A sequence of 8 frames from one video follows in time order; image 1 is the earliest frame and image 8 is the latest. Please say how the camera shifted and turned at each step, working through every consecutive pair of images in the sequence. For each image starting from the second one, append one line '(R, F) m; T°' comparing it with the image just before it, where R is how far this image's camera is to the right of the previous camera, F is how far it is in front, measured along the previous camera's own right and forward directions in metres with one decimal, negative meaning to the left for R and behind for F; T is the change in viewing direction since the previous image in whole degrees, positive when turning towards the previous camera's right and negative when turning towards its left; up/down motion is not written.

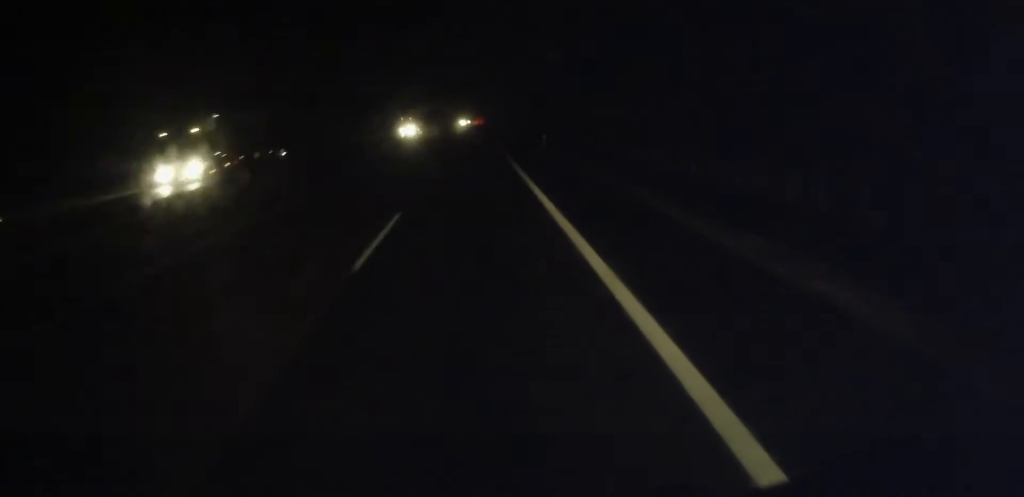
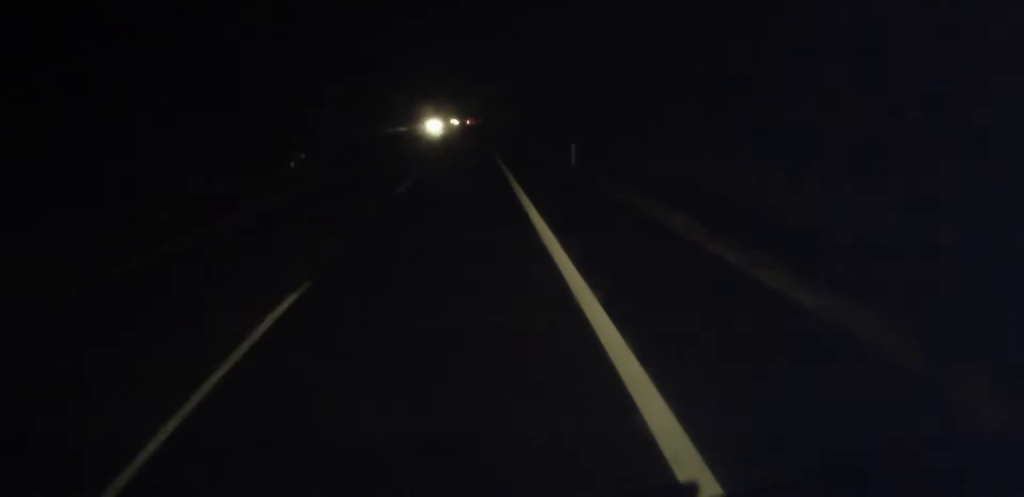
(+1.1, +168.3) m; 0°
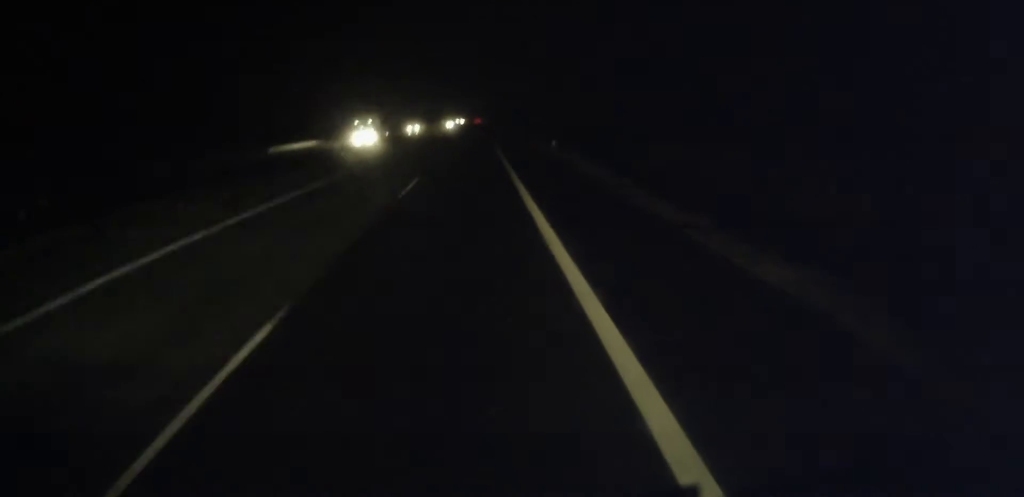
(+0.1, +90.9) m; 0°
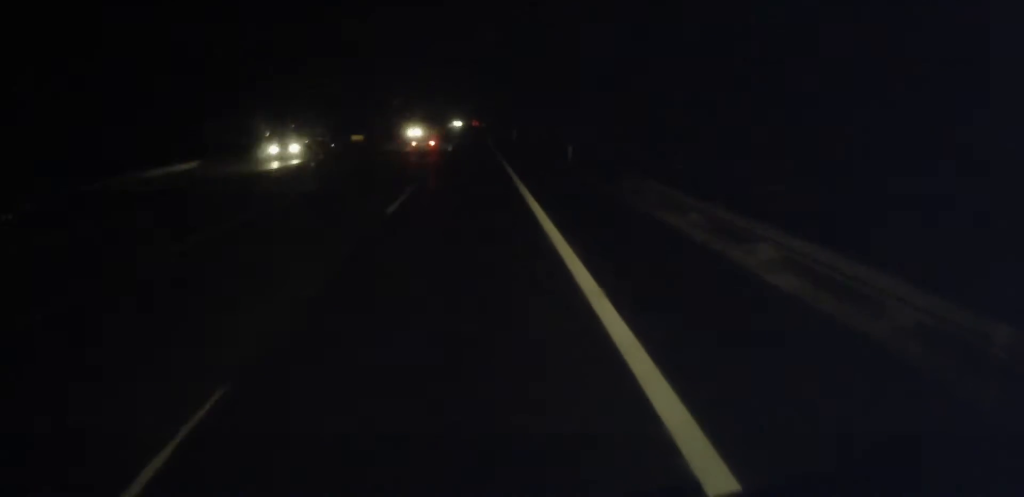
(-0.2, +56.5) m; 0°
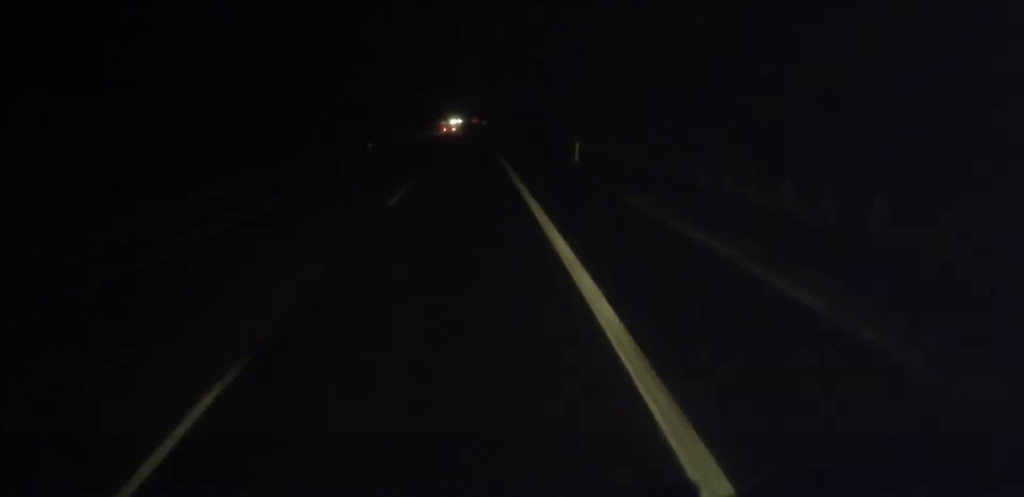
(+0.2, +53.5) m; 0°
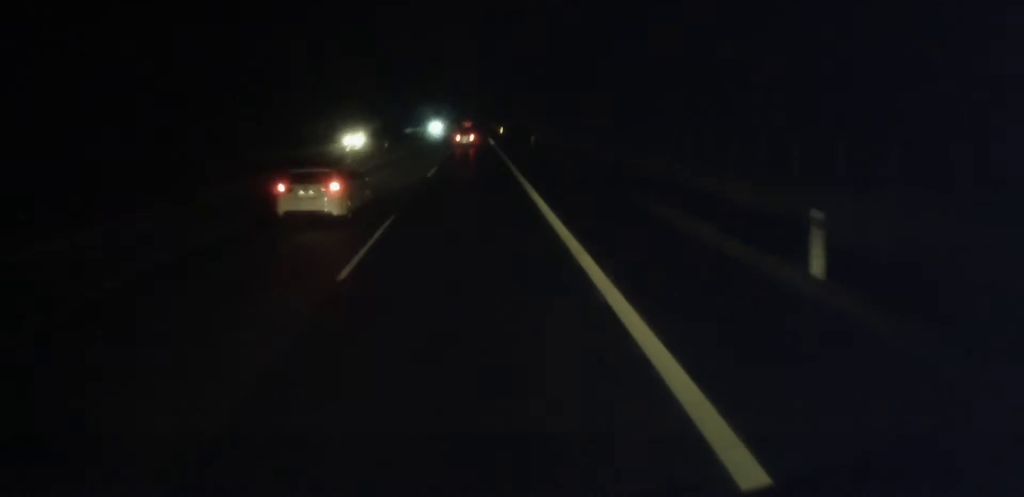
(-0.1, +222.6) m; 0°
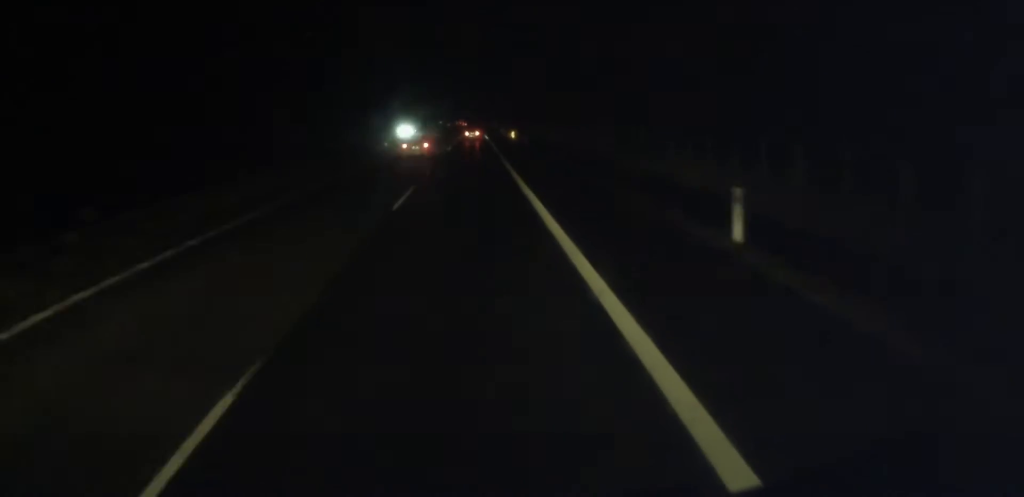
(+0.2, +46.8) m; 0°
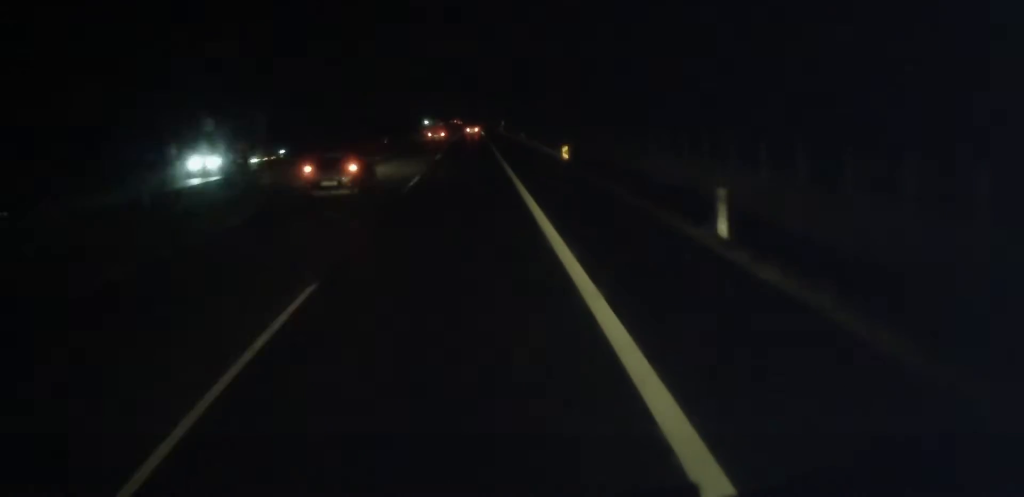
(+0.1, +49.9) m; 0°
